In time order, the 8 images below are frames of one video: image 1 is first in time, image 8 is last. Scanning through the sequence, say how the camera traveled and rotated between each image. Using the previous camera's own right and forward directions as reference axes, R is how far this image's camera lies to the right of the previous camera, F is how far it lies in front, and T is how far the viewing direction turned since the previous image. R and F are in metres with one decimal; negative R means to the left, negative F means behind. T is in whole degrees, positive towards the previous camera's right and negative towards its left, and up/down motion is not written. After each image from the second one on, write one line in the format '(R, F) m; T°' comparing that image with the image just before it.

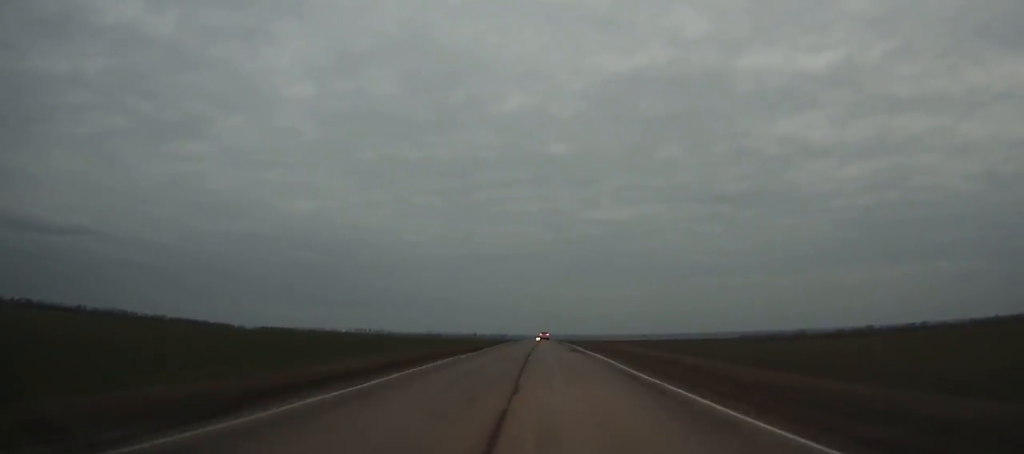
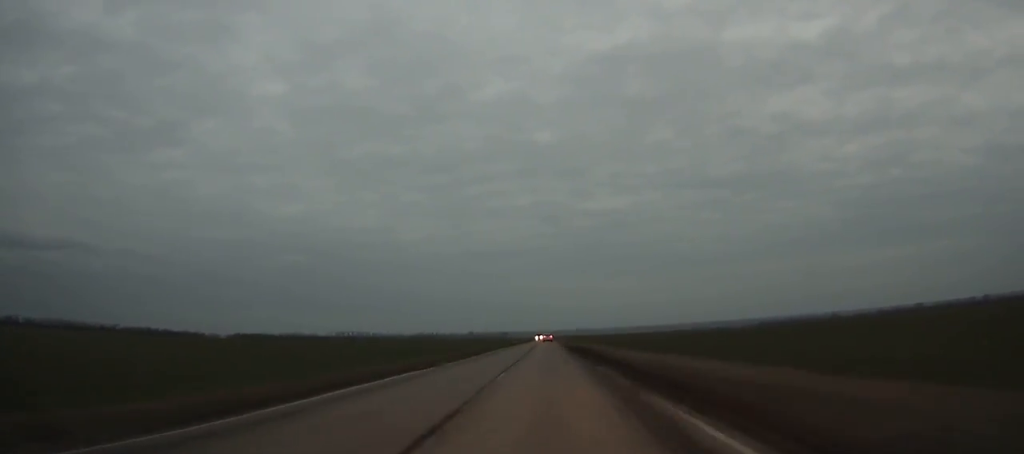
(+0.4, +129.7) m; 0°
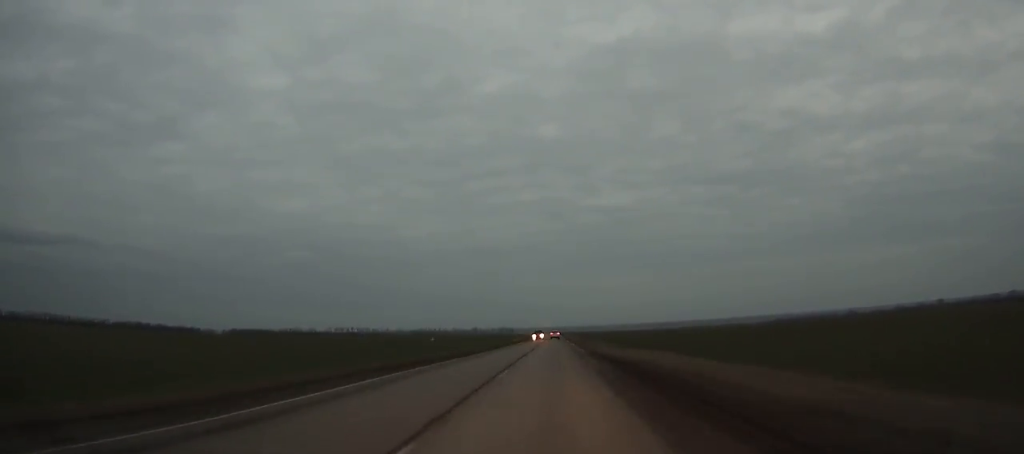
(0.0, +36.9) m; 0°
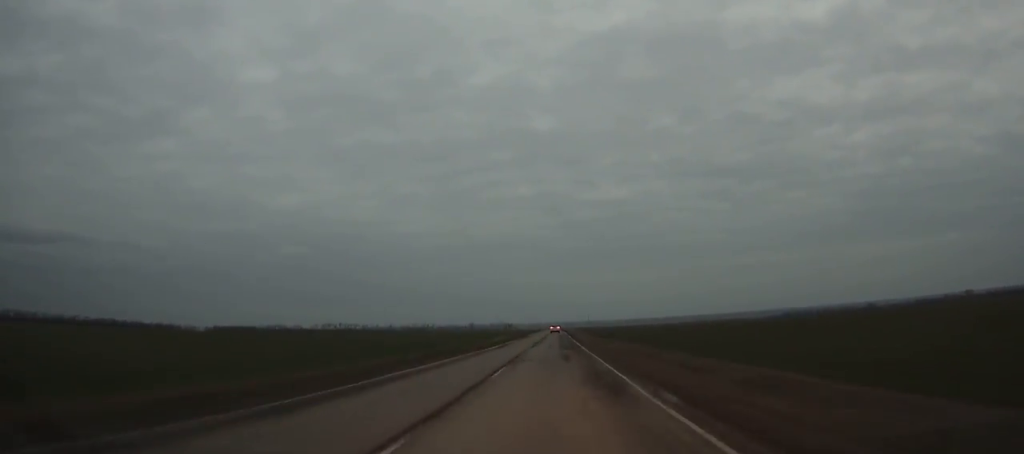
(-0.3, +59.5) m; 0°
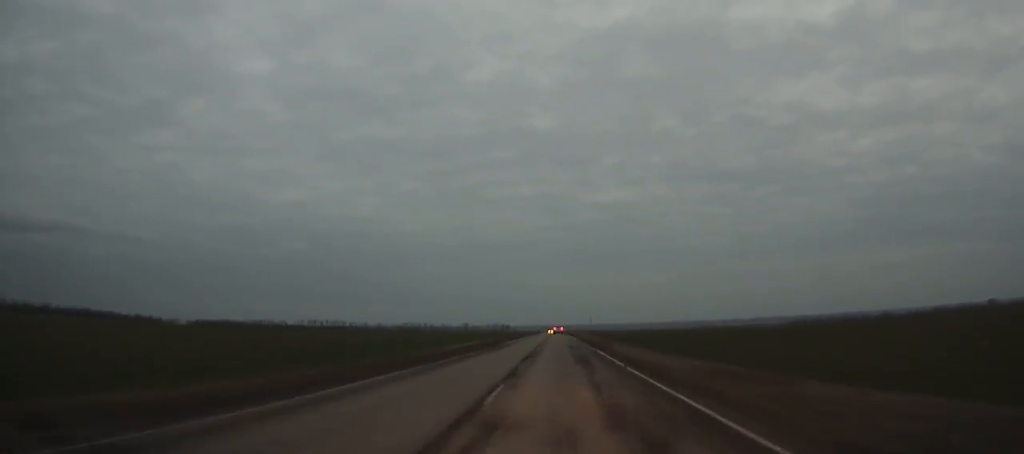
(0.0, +49.8) m; 0°
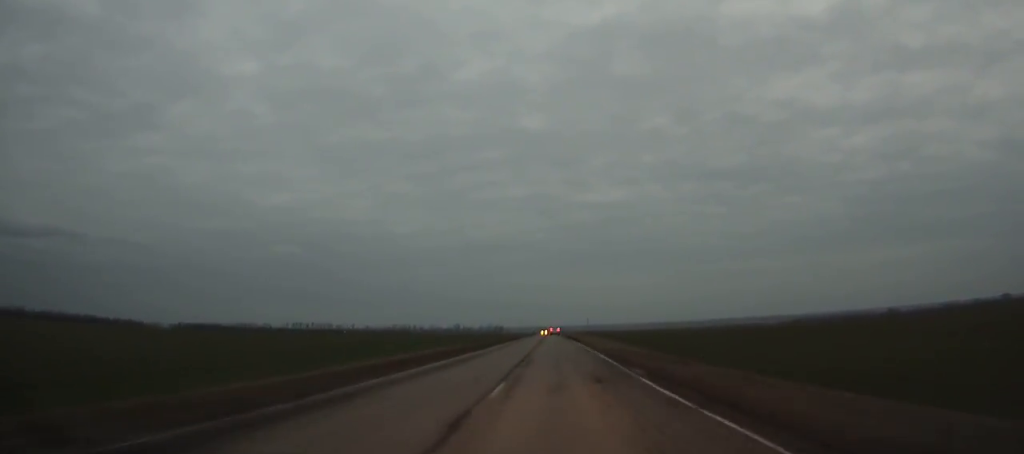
(0.0, +34.9) m; 0°
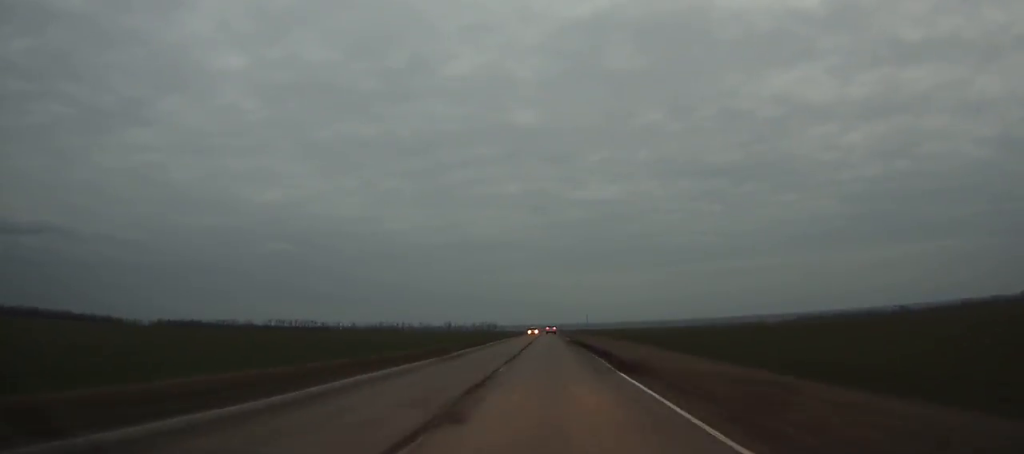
(0.0, +42.7) m; 0°
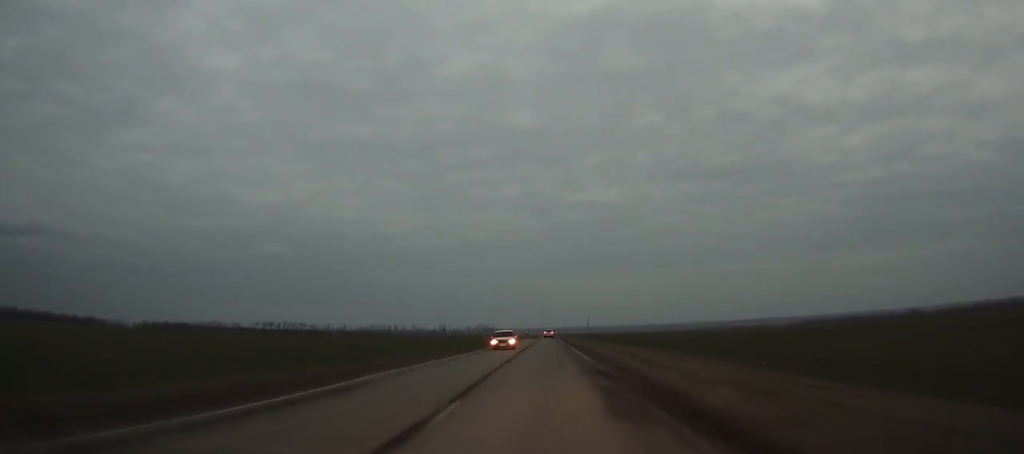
(+0.1, +32.6) m; 0°
